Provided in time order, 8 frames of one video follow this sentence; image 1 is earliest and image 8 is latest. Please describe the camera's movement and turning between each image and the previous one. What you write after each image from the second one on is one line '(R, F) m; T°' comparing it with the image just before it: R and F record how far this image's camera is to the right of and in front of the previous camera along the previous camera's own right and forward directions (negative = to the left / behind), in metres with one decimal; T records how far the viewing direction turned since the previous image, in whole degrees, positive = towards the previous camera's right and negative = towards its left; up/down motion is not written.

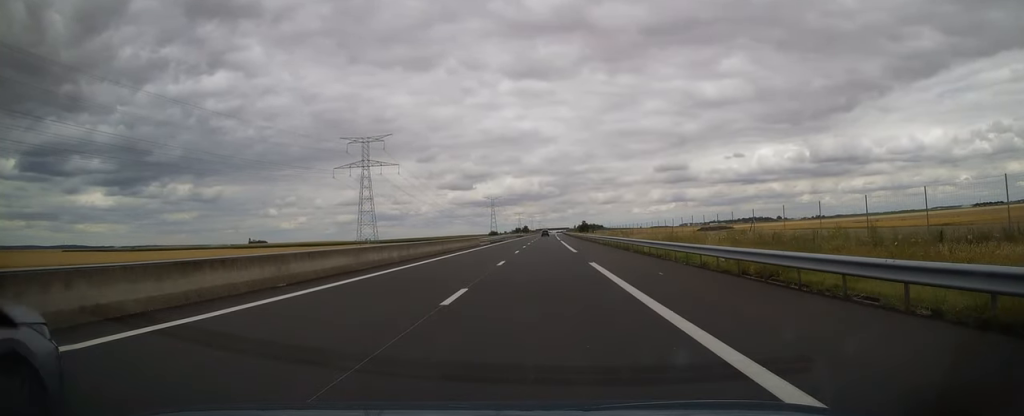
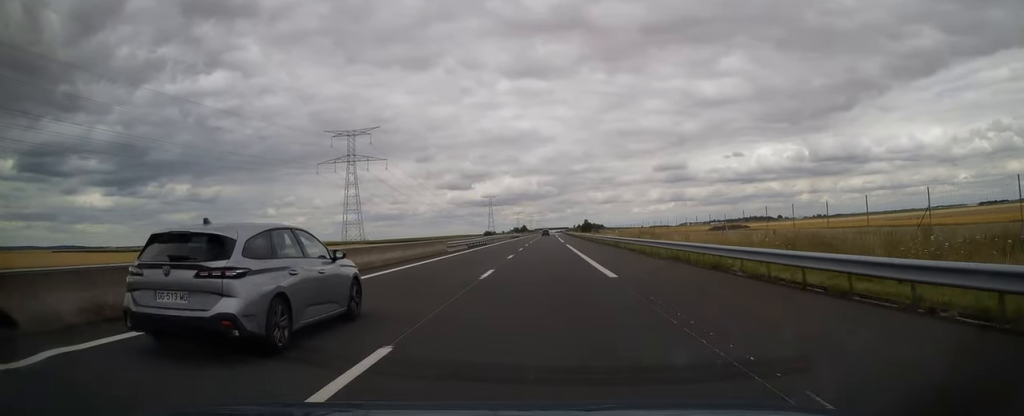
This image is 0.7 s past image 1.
(0.0, +19.9) m; 0°
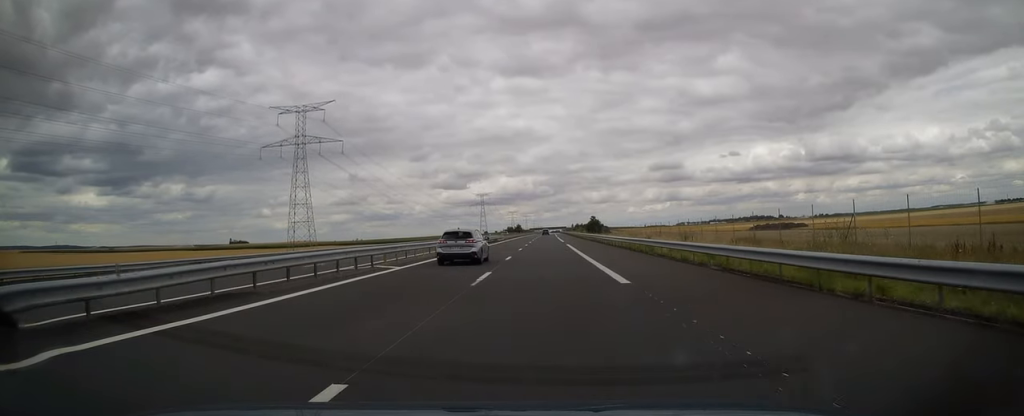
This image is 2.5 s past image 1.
(+0.7, +53.6) m; +1°
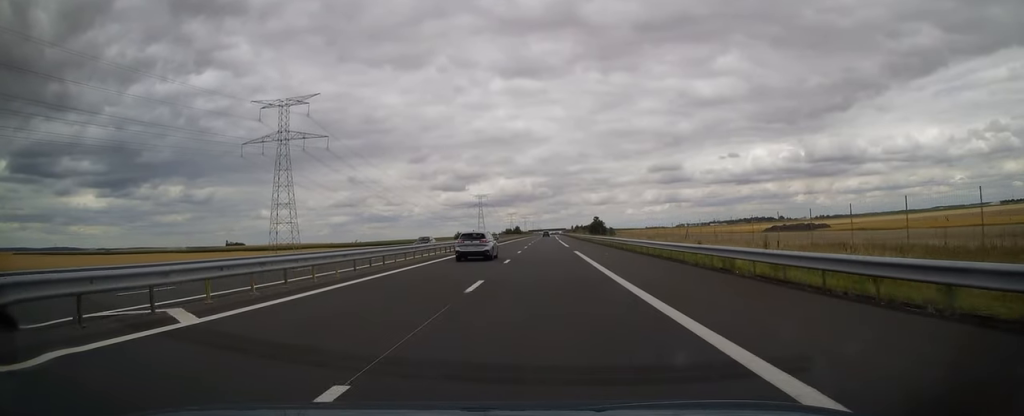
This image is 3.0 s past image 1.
(-0.1, +14.1) m; 0°
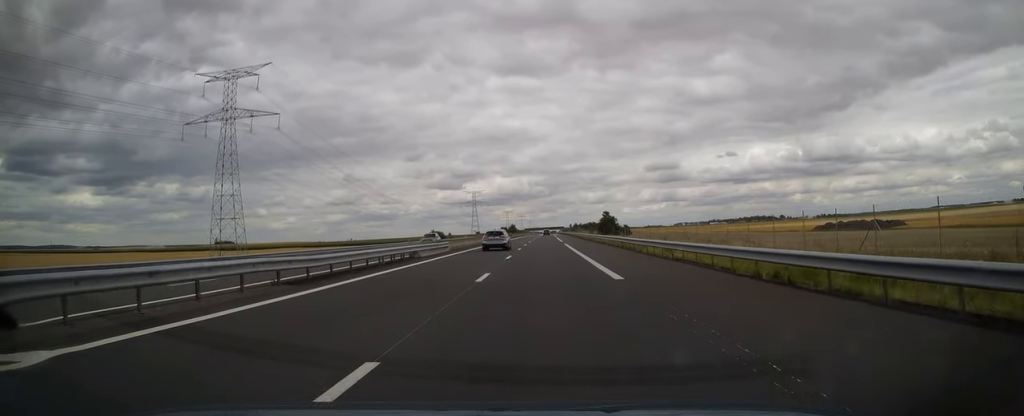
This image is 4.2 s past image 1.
(0.0, +36.1) m; +1°
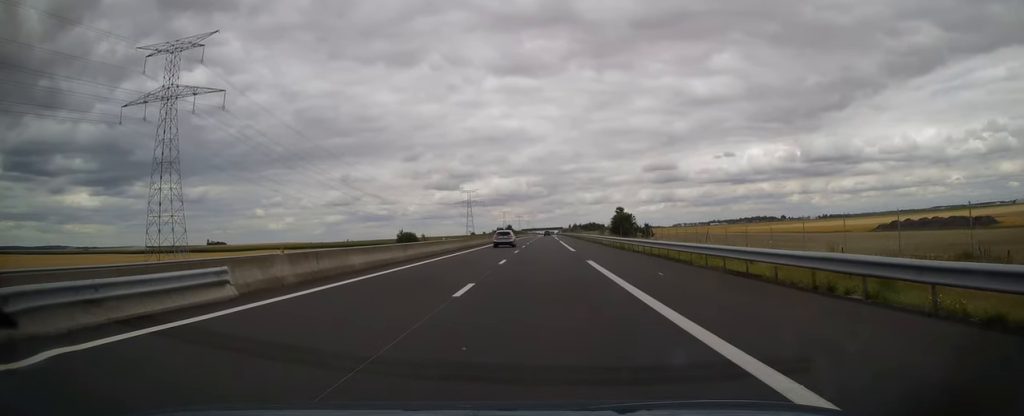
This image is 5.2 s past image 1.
(+0.2, +29.3) m; 0°
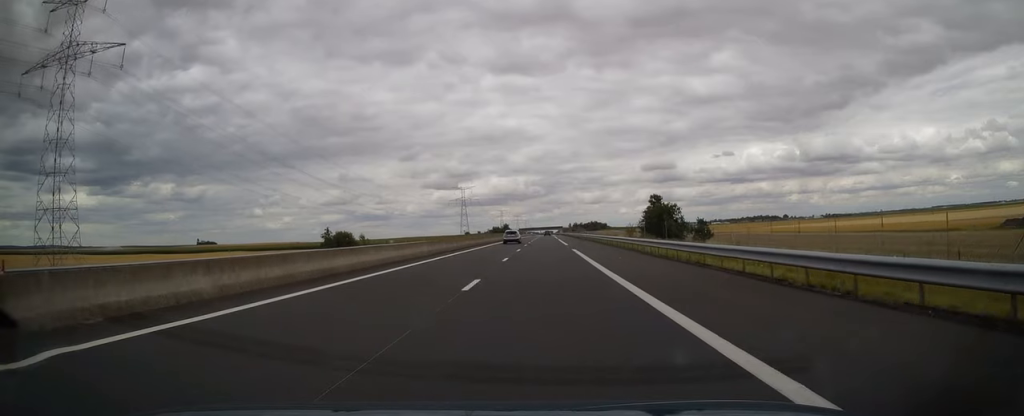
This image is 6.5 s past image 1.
(0.0, +37.6) m; 0°
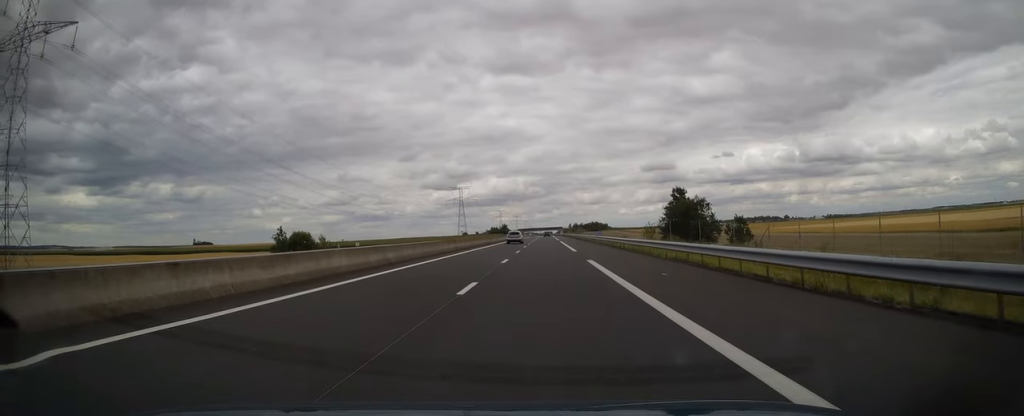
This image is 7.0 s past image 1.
(0.0, +13.7) m; 0°
